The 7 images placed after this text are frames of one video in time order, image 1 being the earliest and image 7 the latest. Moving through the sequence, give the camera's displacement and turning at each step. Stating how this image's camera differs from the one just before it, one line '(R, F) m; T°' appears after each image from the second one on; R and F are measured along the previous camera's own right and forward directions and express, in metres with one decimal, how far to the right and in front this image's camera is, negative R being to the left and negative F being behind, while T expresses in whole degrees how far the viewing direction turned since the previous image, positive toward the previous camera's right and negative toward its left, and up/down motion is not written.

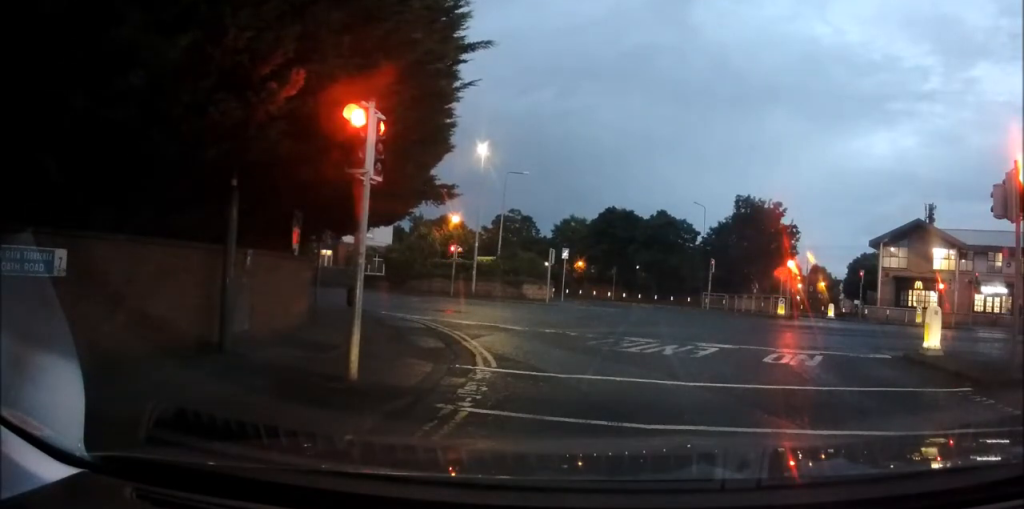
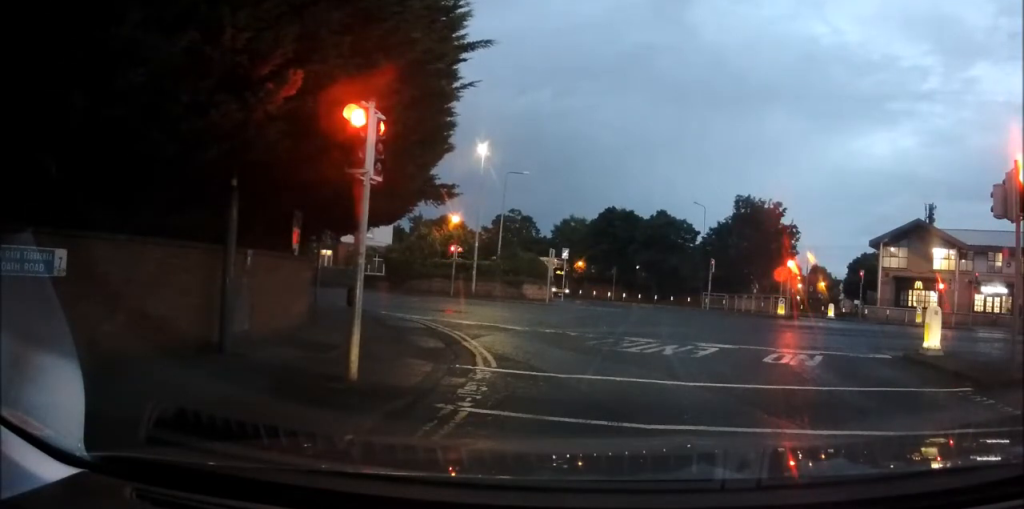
(0.0, 0.0) m; 0°
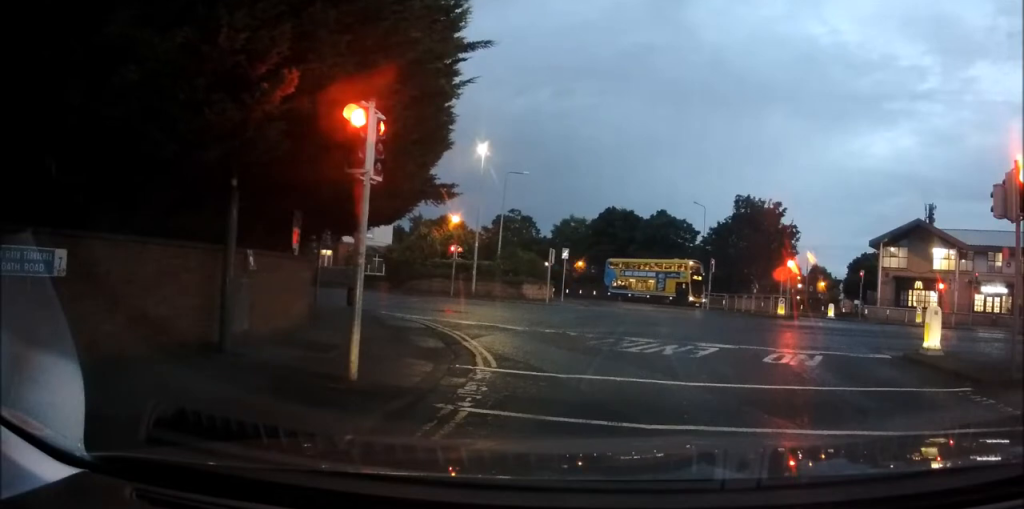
(0.0, 0.0) m; 0°
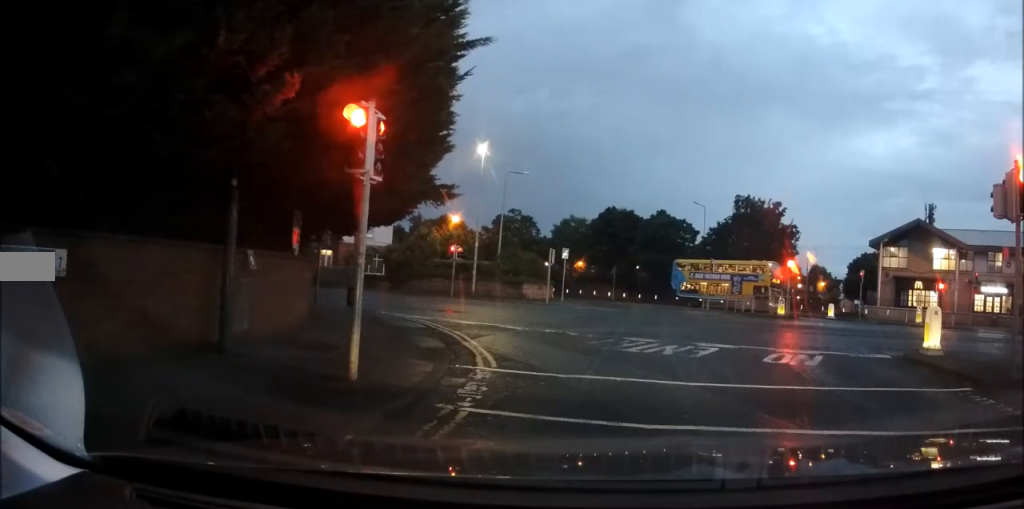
(0.0, 0.0) m; 0°
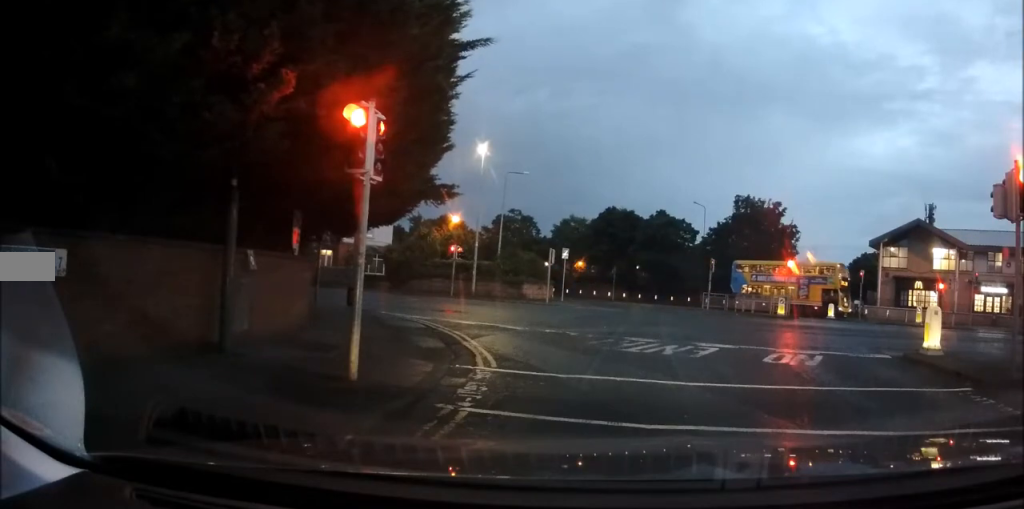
(0.0, 0.0) m; 0°
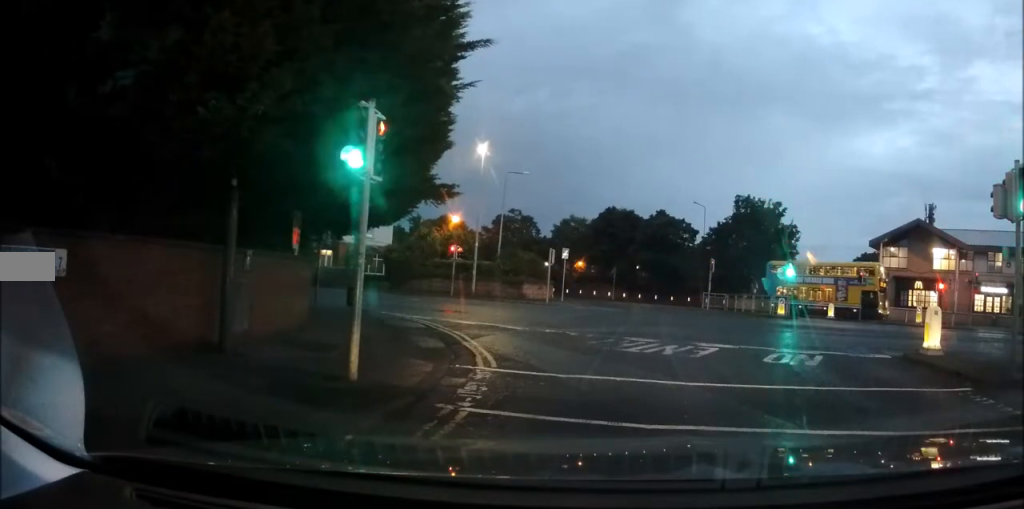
(0.0, 0.0) m; 0°
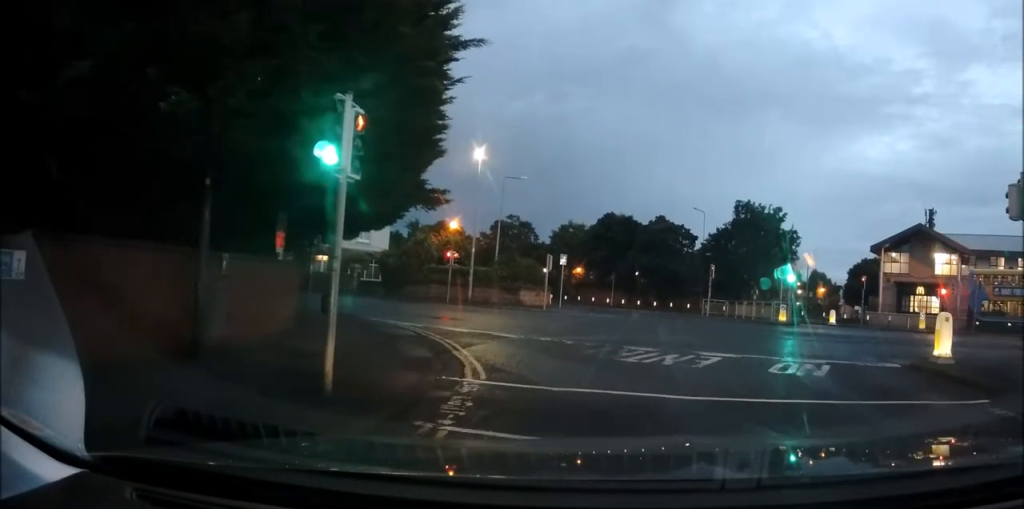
(-0.1, +1.4) m; +1°
